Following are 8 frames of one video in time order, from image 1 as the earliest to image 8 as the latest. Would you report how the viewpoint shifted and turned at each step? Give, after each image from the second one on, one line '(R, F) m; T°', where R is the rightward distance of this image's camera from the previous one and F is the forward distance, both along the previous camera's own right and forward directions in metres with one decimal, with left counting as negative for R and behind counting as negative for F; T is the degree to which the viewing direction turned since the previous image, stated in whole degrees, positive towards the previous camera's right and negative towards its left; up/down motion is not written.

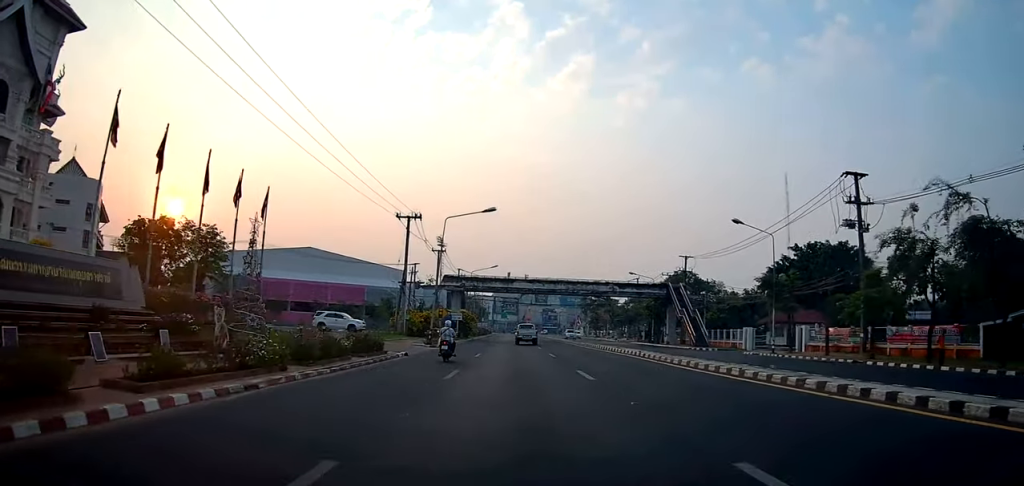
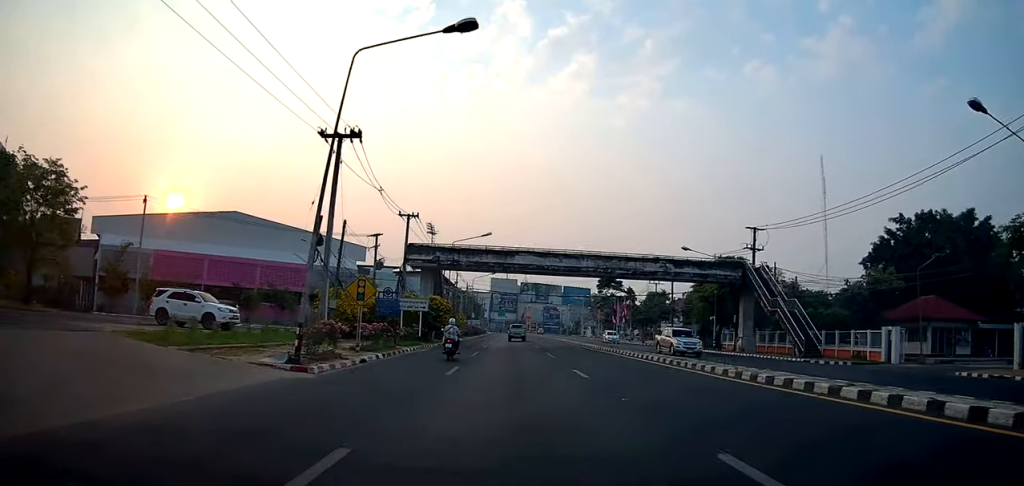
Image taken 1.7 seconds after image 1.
(+0.4, +24.0) m; +1°
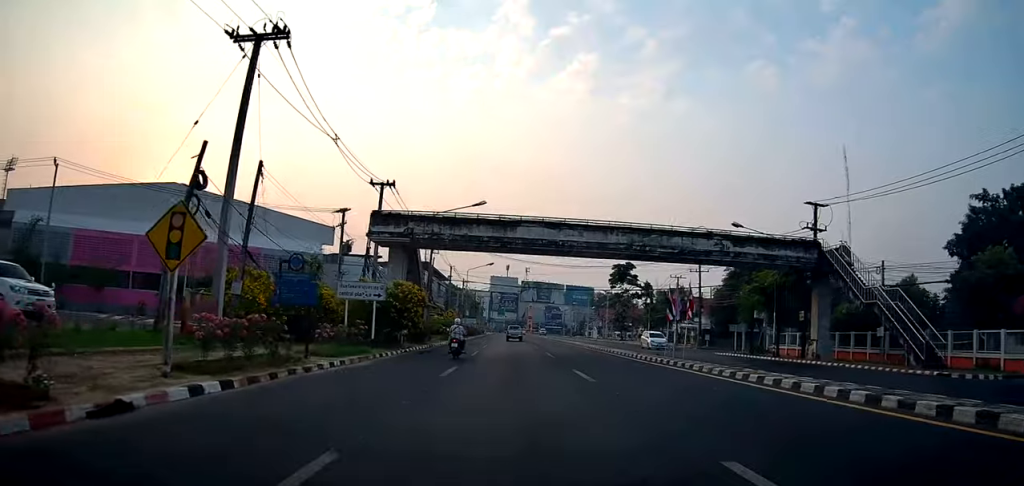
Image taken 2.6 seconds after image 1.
(+0.1, +12.3) m; 0°
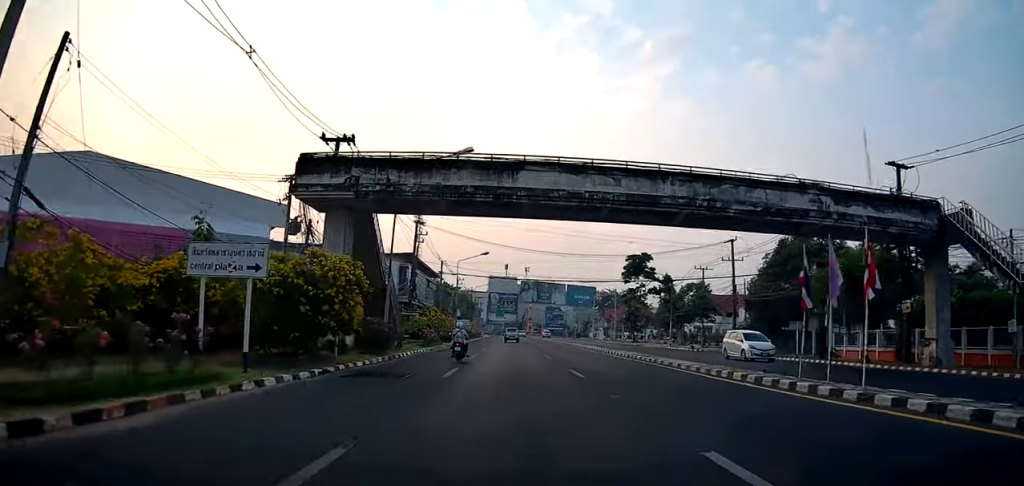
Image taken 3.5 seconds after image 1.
(-0.1, +11.8) m; 0°
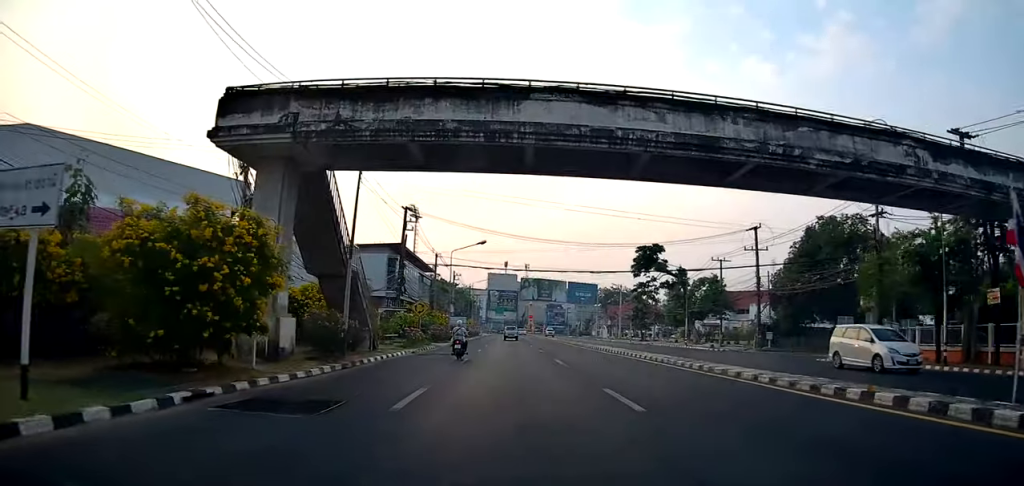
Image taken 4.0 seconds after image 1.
(0.0, +6.3) m; 0°
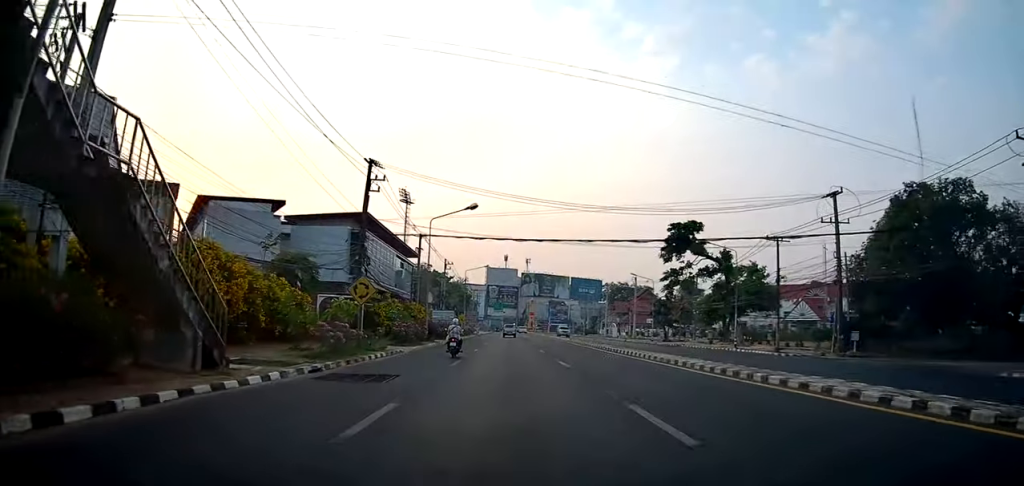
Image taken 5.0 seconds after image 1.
(0.0, +14.7) m; 0°
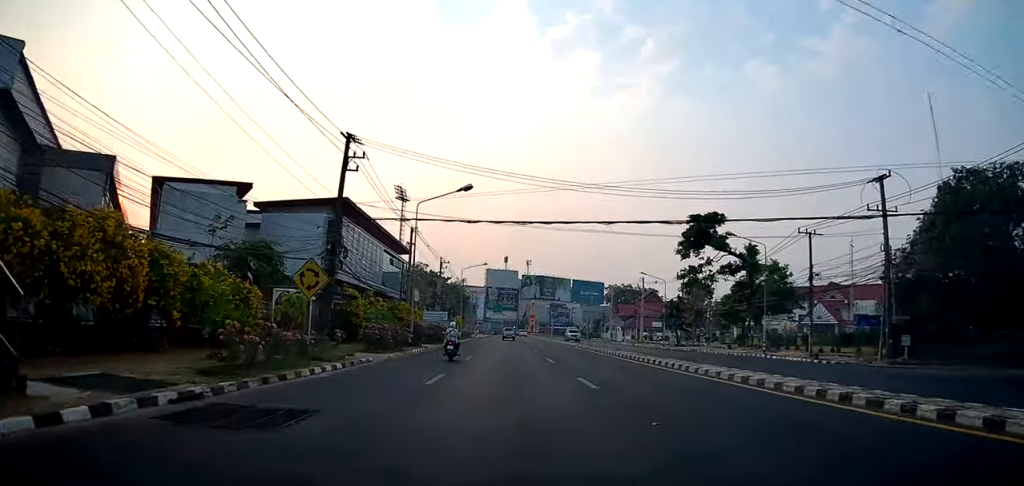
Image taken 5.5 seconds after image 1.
(0.0, +6.0) m; 0°
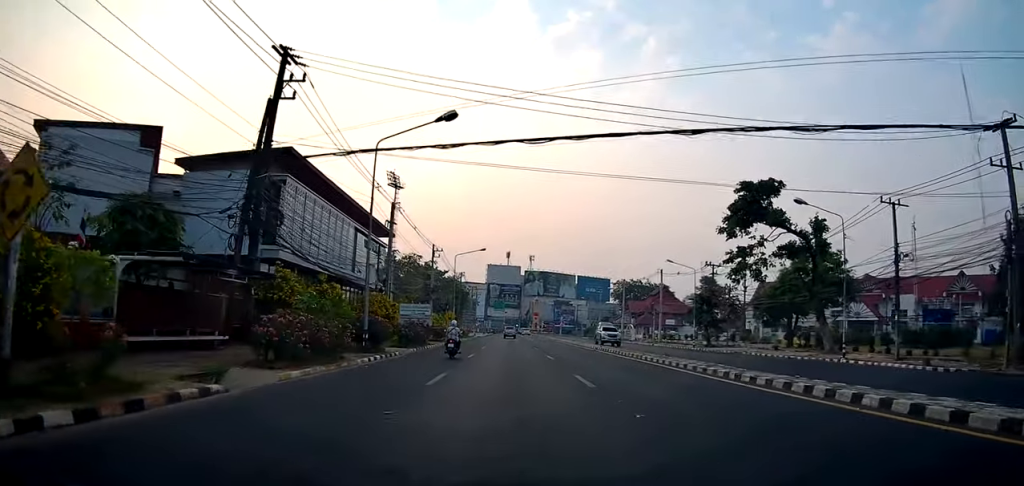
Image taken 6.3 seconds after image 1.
(0.0, +11.1) m; 0°
